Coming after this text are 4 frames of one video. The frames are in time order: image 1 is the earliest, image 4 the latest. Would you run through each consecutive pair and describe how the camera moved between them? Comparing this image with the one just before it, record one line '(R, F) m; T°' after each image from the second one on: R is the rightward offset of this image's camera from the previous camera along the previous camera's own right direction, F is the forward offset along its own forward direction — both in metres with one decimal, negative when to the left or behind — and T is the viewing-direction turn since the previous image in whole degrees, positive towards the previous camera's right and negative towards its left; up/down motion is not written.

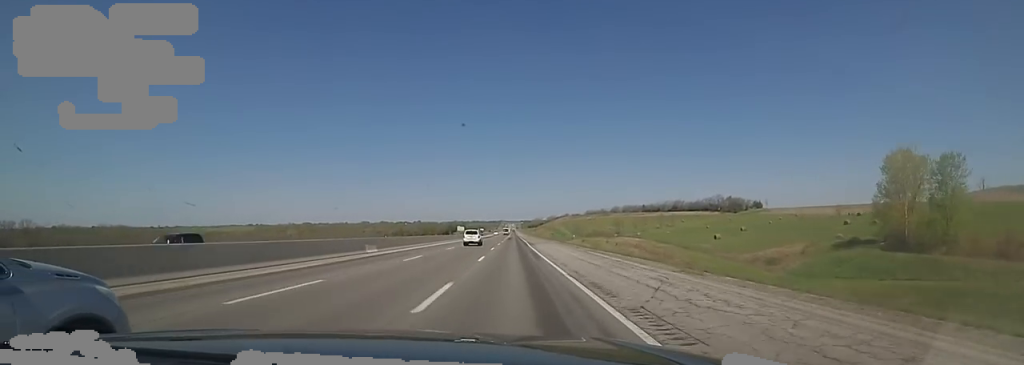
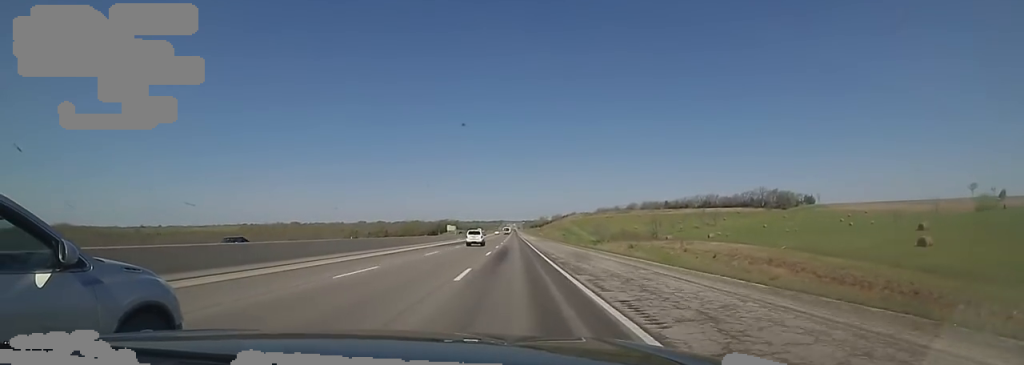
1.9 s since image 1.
(0.0, +71.2) m; 0°
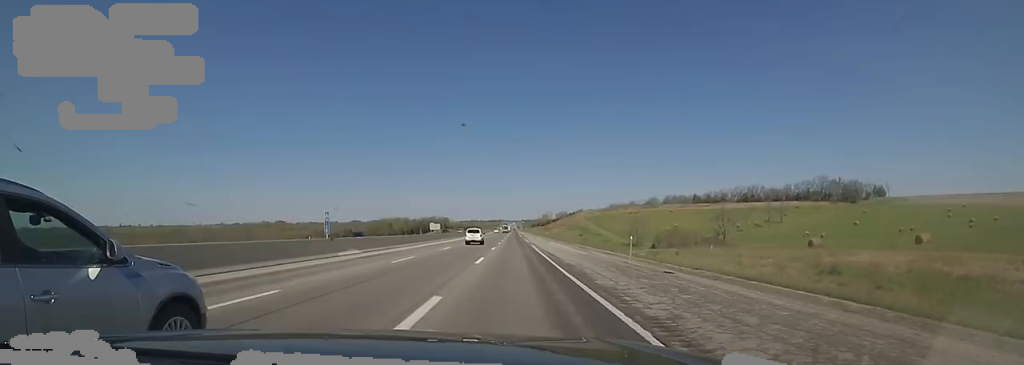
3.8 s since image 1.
(+0.4, +69.7) m; +1°
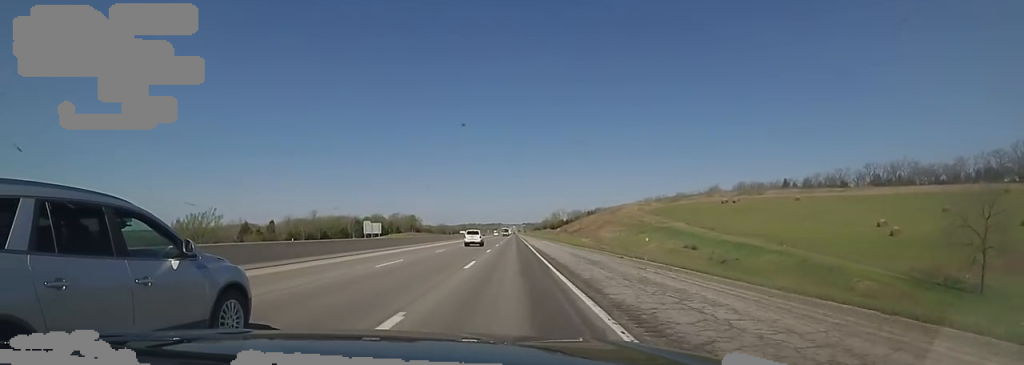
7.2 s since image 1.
(+0.5, +125.0) m; -1°
